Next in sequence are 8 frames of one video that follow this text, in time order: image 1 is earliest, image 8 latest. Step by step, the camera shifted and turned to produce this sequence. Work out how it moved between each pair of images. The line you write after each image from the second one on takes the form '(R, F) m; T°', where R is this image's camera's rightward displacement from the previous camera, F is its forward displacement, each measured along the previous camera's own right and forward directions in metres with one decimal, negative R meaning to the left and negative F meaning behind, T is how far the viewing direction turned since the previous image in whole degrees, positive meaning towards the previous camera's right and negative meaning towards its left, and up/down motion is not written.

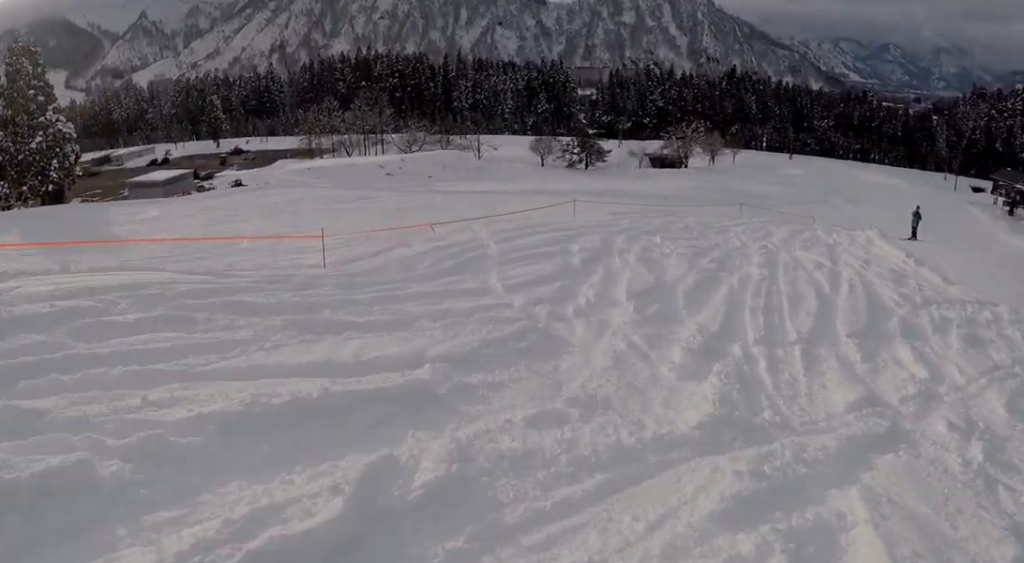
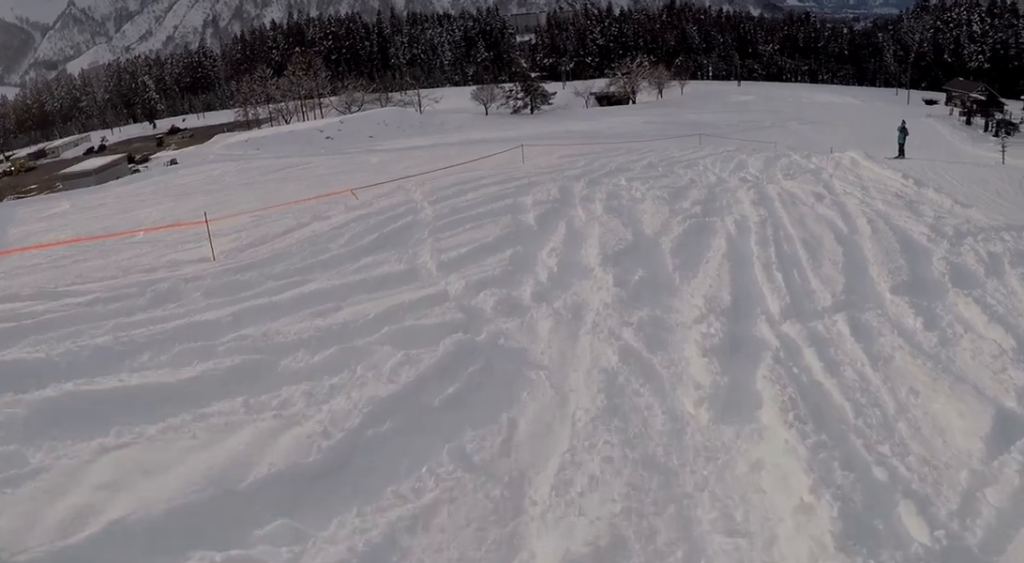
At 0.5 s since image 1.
(+0.7, +3.7) m; +9°
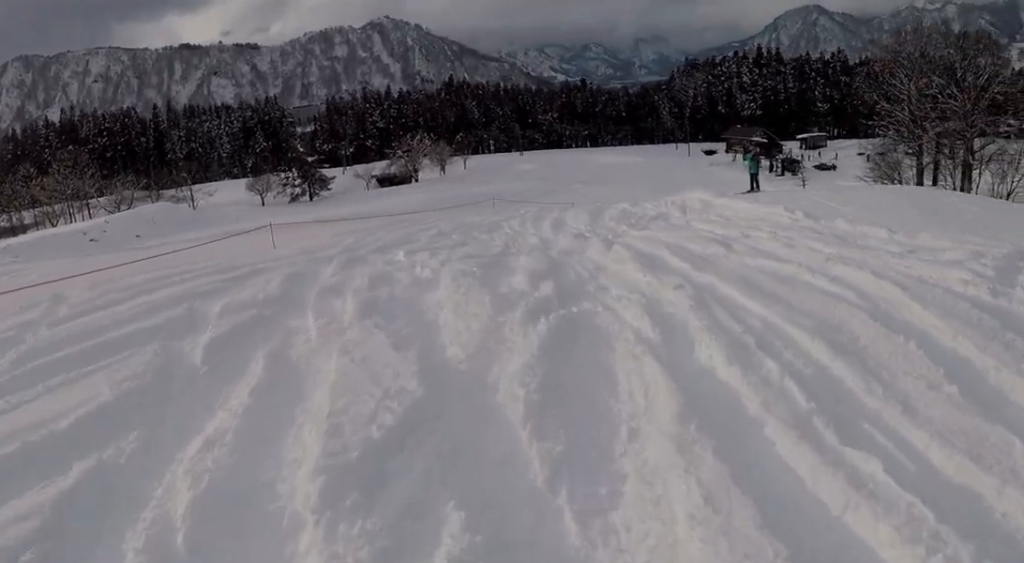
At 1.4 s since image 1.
(+1.2, +7.7) m; +15°
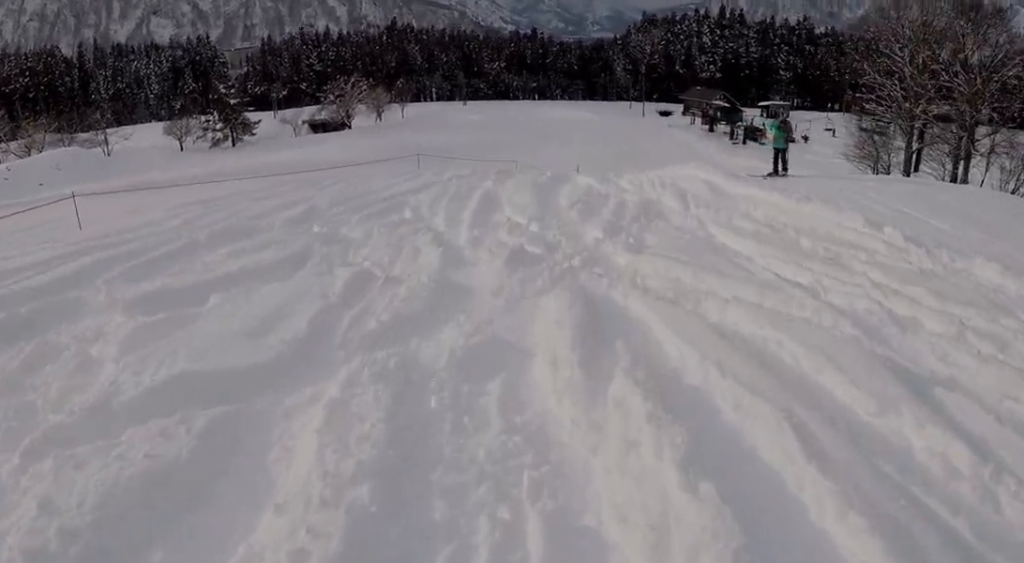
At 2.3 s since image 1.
(+0.8, +7.7) m; +4°
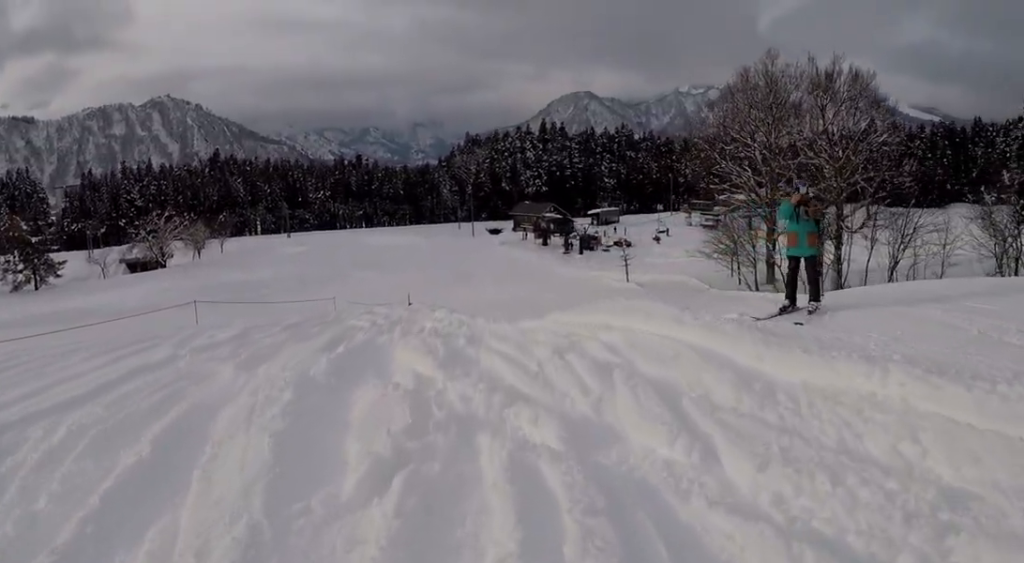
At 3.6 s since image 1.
(-0.7, +10.0) m; -5°
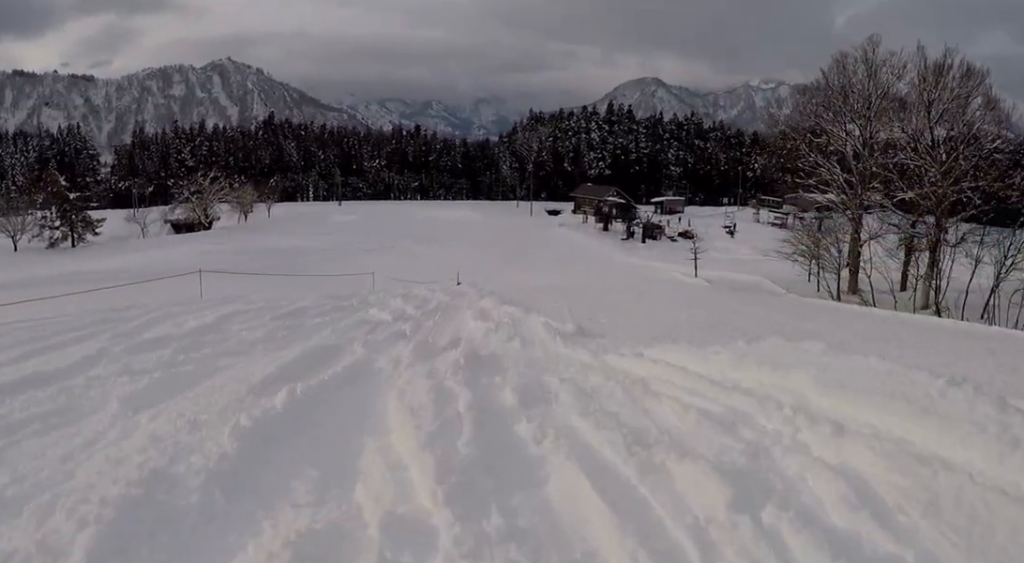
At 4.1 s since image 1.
(-0.5, +4.5) m; +2°
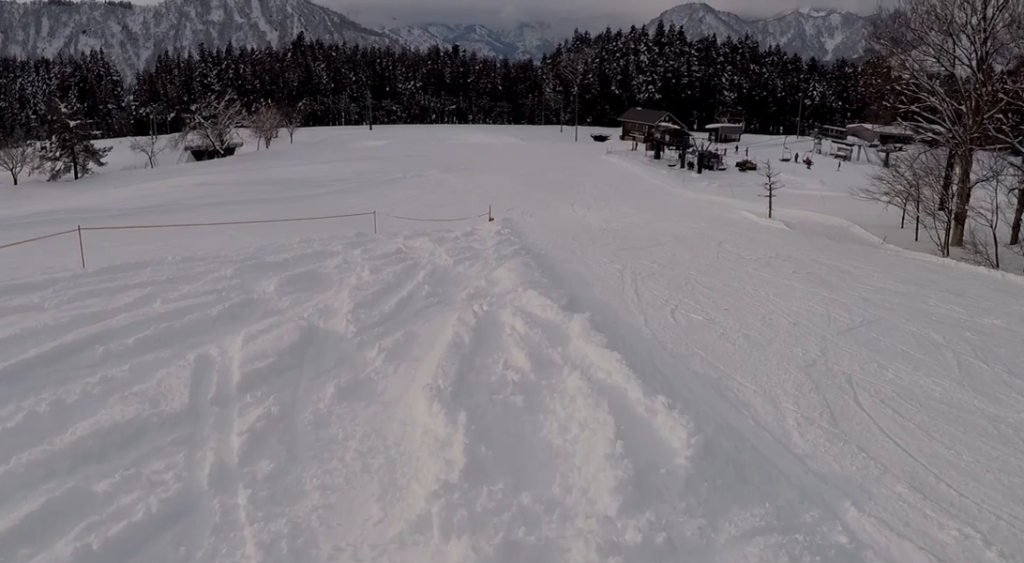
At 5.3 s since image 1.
(+1.9, +9.3) m; +11°
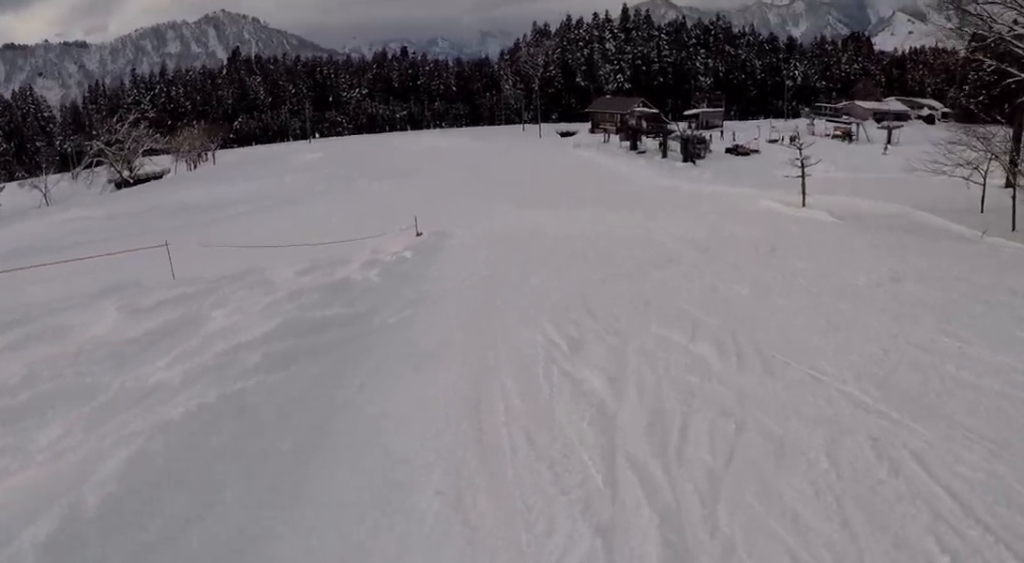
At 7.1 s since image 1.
(-0.2, +11.9) m; -9°
